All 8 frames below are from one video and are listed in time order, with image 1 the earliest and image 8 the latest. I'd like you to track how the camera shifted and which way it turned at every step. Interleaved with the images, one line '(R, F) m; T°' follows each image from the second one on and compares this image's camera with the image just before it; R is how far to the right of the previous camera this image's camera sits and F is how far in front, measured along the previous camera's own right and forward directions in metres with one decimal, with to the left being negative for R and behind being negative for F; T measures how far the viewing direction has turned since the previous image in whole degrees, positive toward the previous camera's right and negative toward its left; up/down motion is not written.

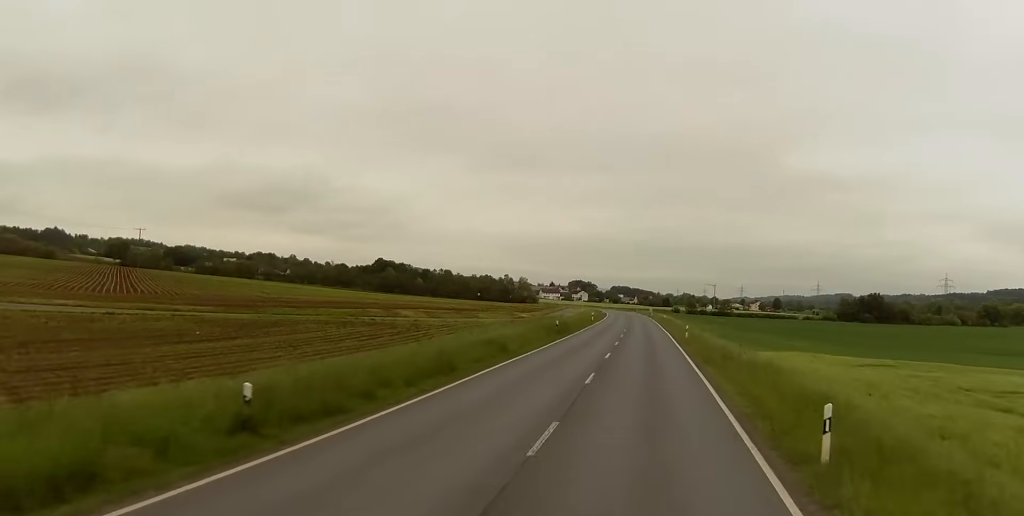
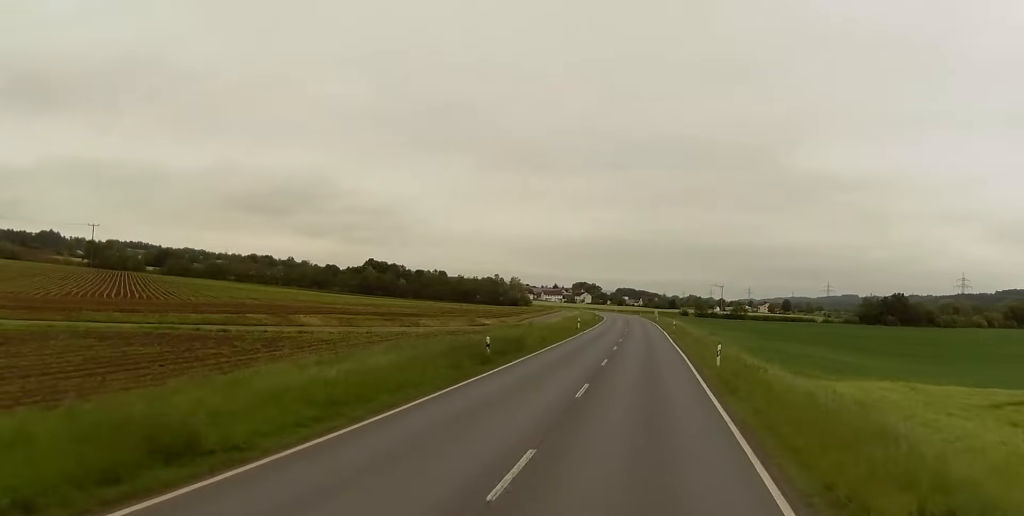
(-0.2, +27.0) m; -1°
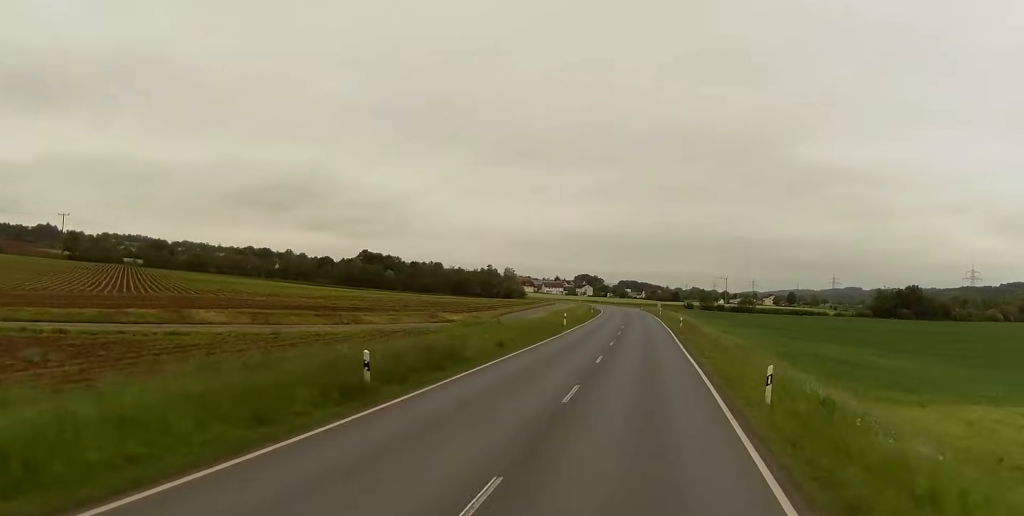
(0.0, +15.2) m; 0°
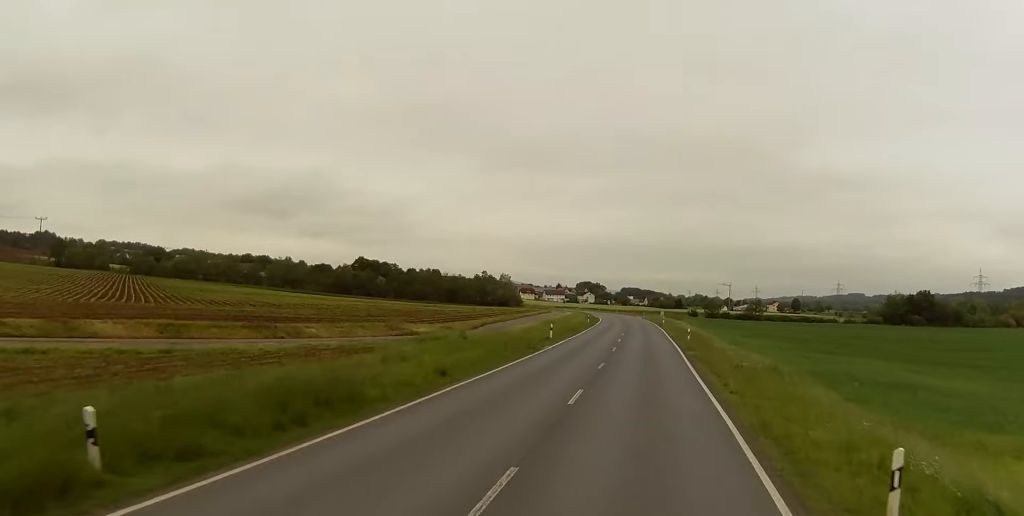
(0.0, +10.8) m; 0°
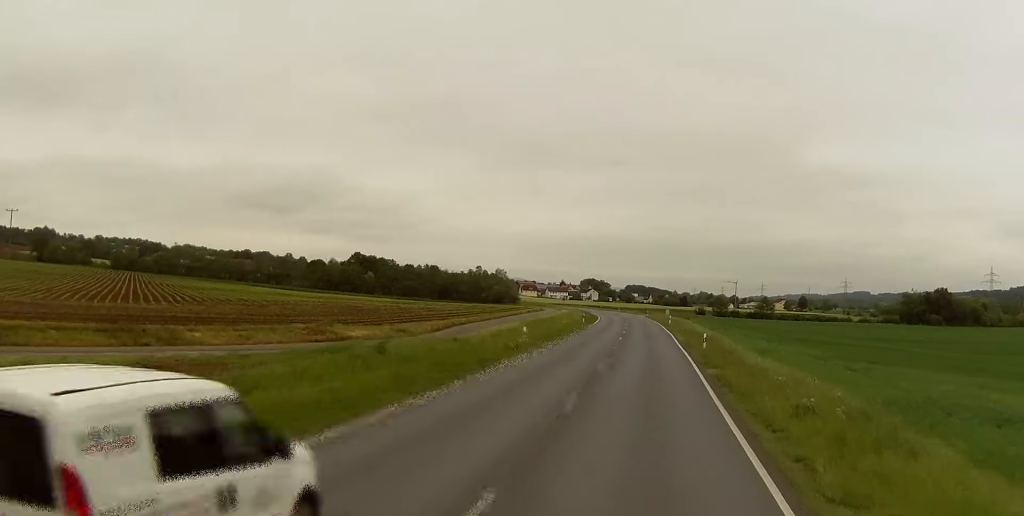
(0.0, +14.0) m; 0°
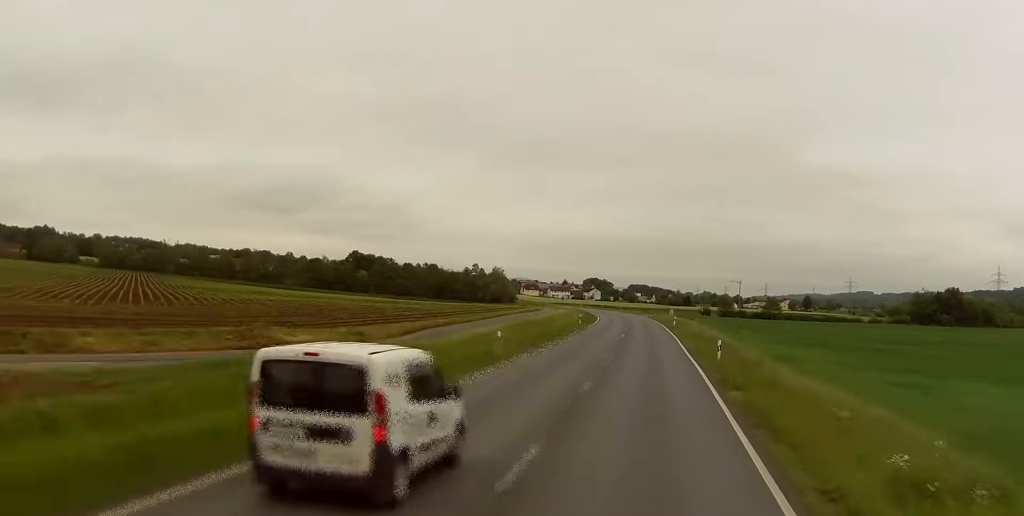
(0.0, +8.3) m; 0°
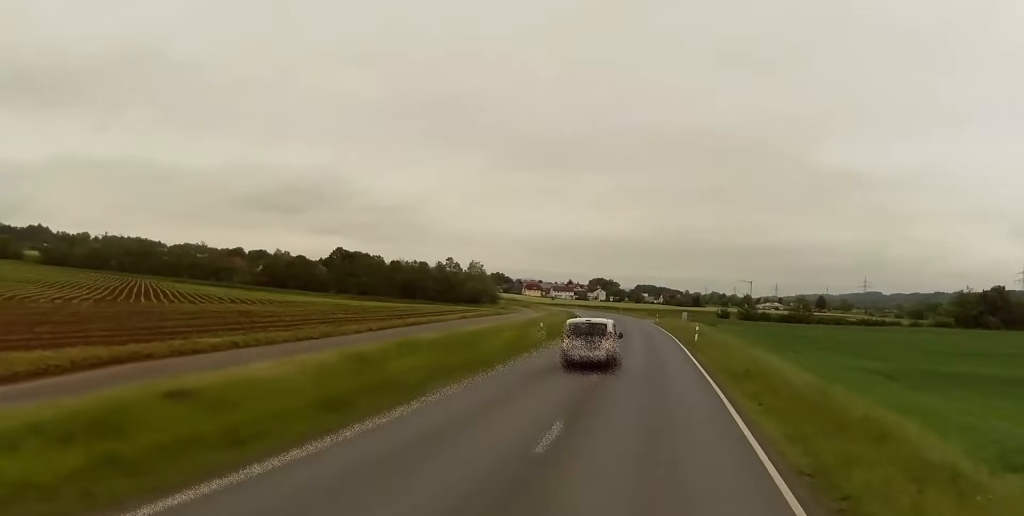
(-0.1, +33.9) m; 0°
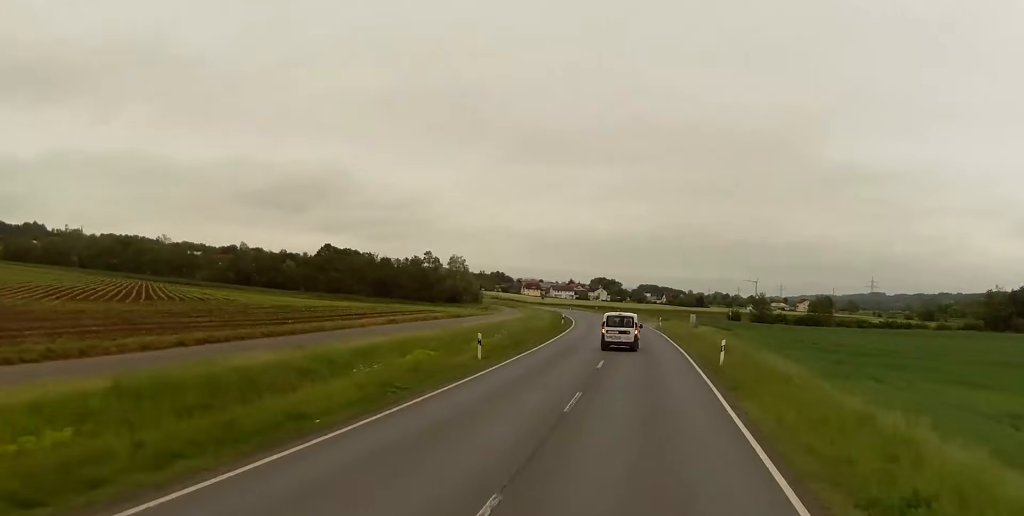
(-0.1, +19.3) m; 0°
